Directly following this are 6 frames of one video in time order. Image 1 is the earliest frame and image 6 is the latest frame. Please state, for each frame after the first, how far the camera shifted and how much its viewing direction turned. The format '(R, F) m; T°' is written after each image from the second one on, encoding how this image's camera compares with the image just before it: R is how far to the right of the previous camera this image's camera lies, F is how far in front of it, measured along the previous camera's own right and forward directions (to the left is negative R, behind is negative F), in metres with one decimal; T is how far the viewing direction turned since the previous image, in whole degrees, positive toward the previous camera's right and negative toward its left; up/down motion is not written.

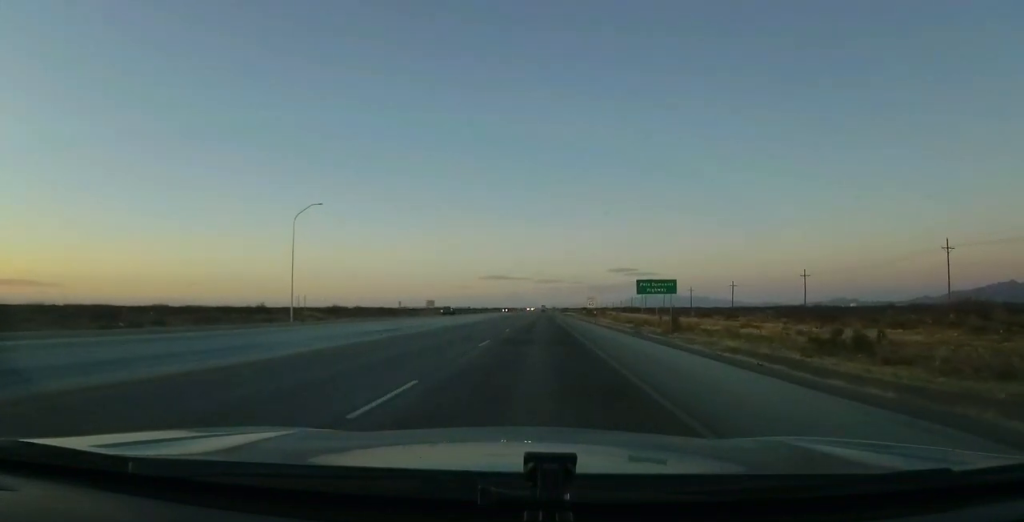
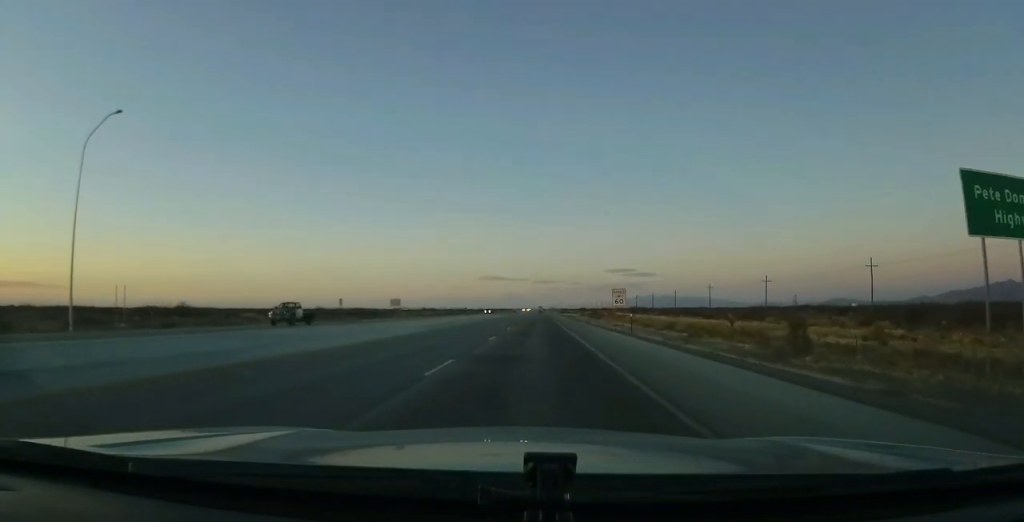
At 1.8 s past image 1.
(0.0, +35.0) m; +1°
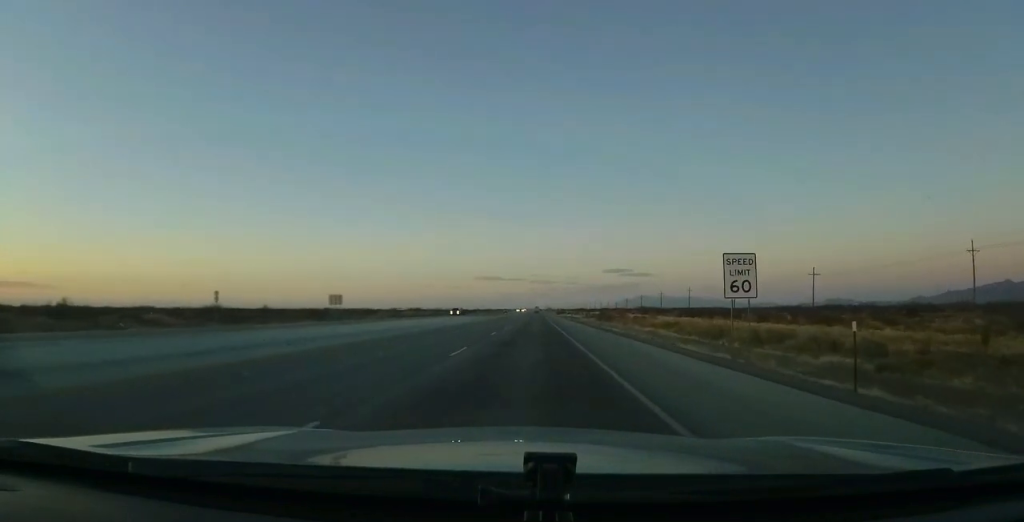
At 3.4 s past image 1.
(+0.1, +34.1) m; 0°
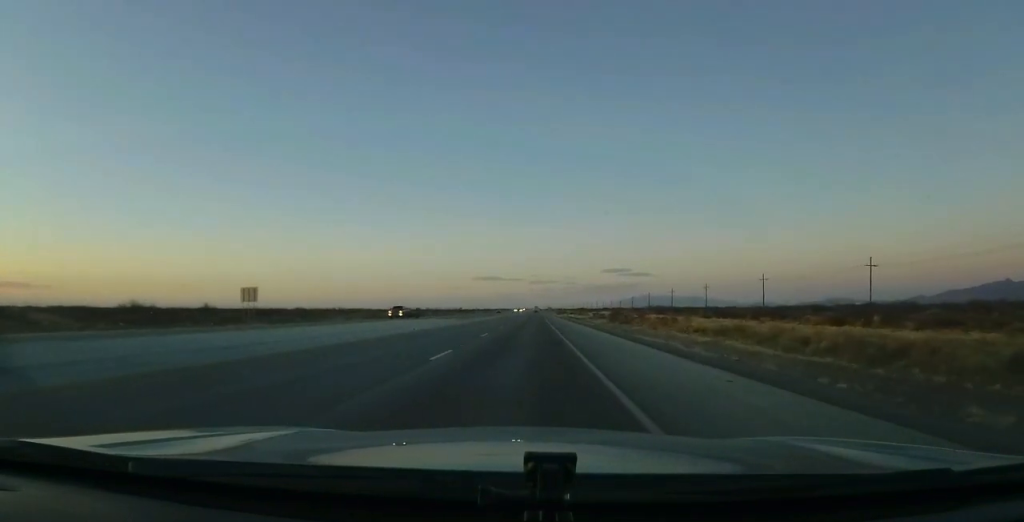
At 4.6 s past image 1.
(0.0, +27.0) m; -1°
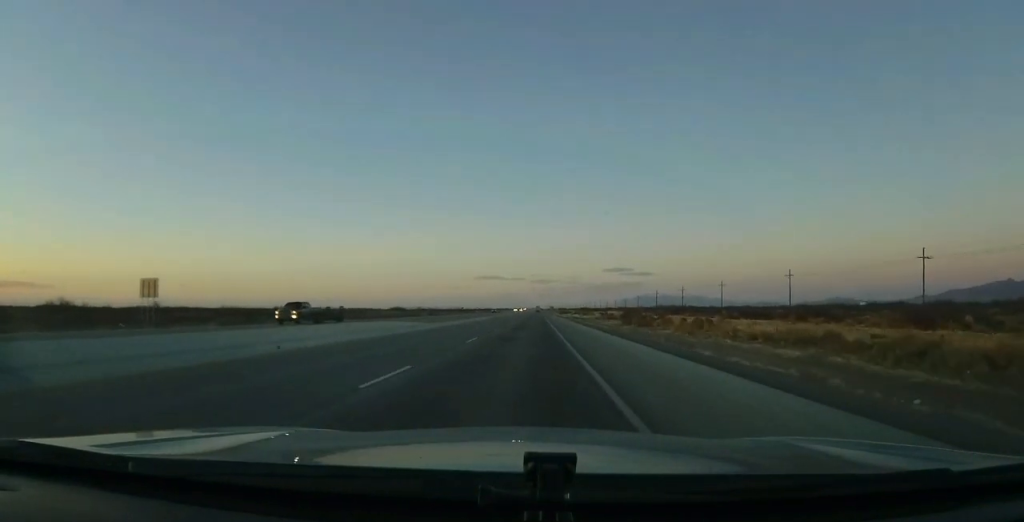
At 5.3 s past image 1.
(-0.2, +17.9) m; 0°
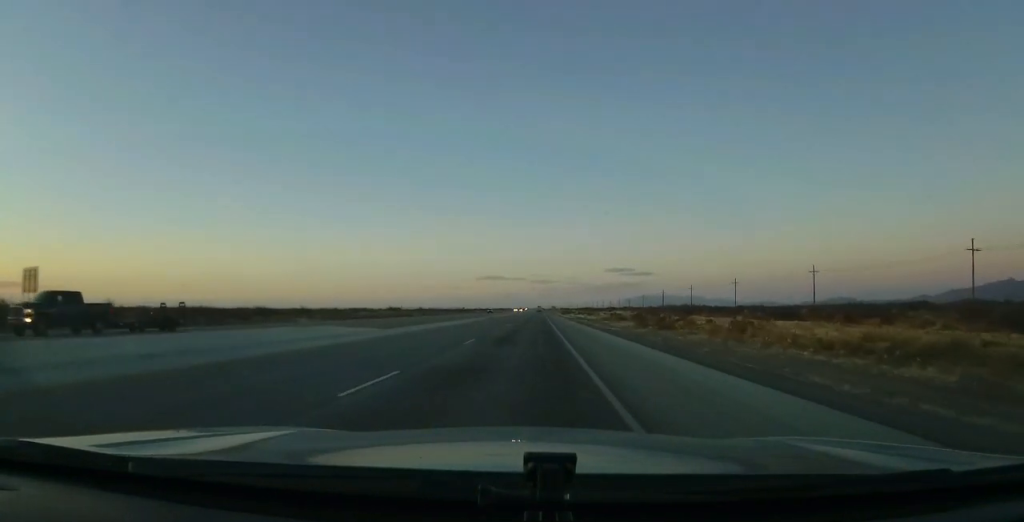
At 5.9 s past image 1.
(-0.4, +13.5) m; +1°
